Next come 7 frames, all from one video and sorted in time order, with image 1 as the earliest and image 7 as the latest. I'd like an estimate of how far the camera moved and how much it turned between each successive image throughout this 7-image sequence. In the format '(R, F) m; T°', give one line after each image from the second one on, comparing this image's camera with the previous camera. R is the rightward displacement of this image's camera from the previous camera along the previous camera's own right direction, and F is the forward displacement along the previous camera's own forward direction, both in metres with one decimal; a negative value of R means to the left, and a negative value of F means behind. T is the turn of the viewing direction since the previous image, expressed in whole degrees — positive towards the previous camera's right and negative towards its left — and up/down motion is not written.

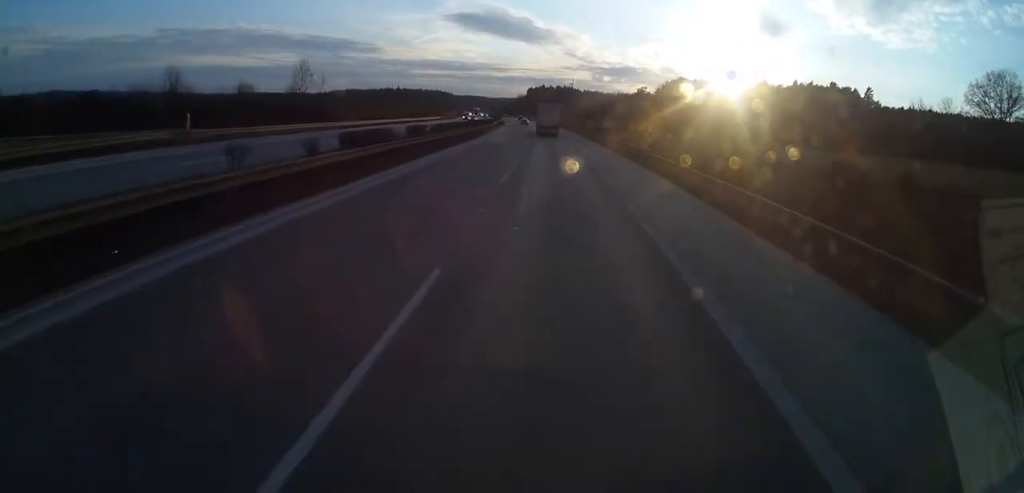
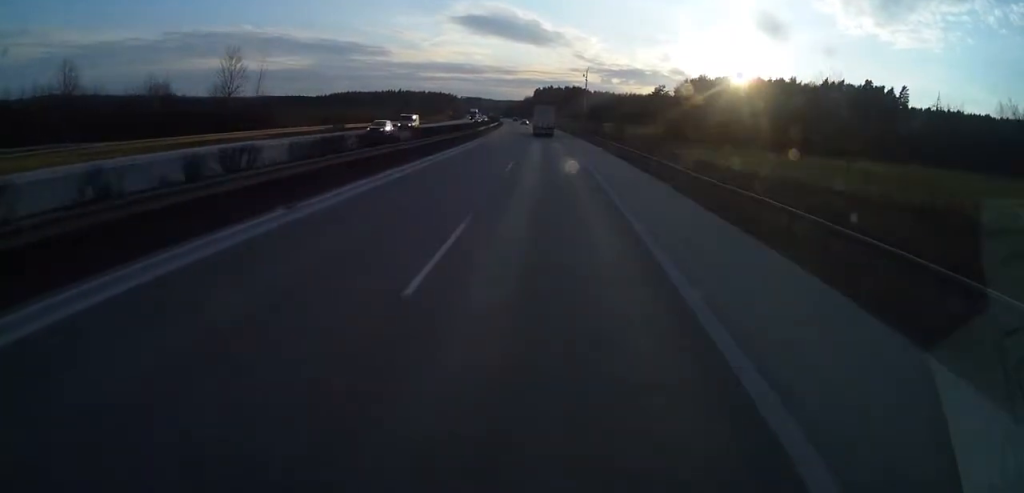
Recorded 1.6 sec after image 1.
(0.0, +31.0) m; +1°
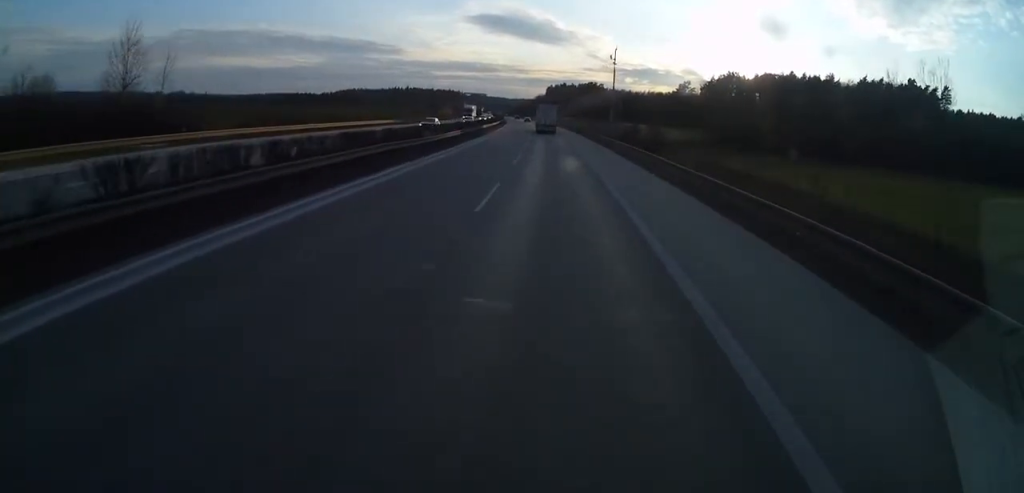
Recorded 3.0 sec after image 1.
(-0.2, +28.8) m; -2°
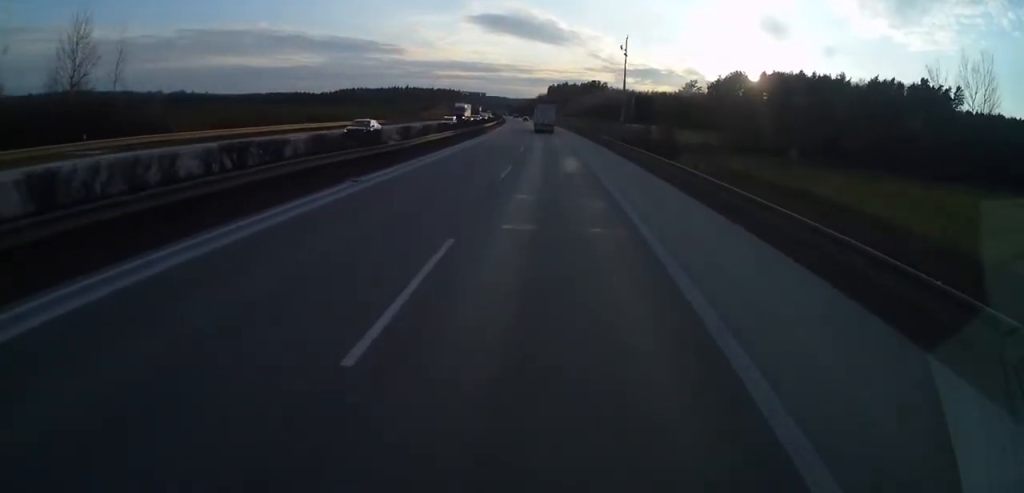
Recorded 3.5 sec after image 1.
(-0.1, +9.4) m; -1°
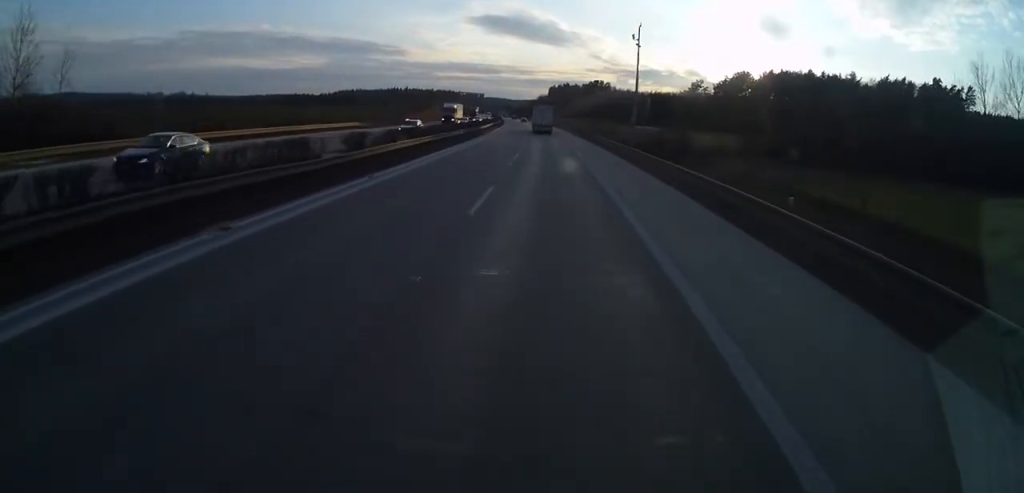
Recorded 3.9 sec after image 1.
(-0.1, +8.8) m; 0°
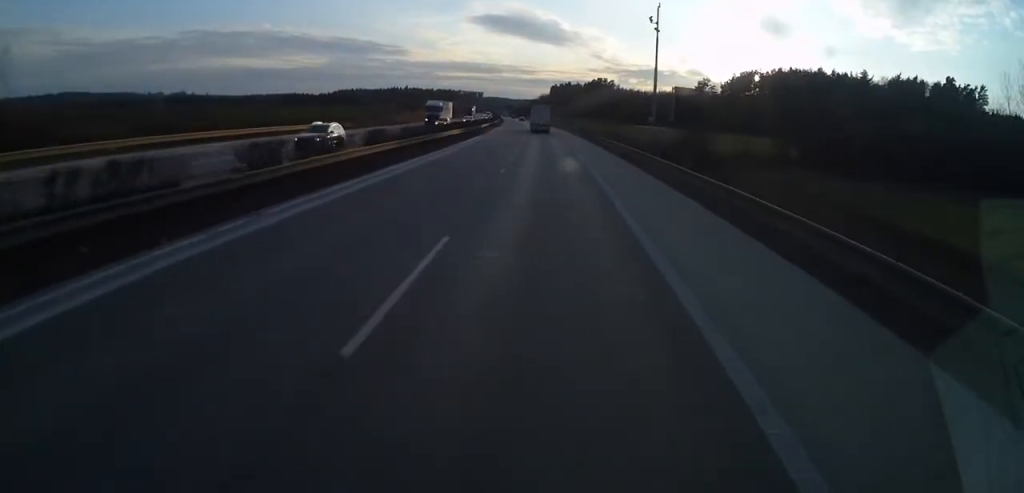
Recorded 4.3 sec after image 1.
(-0.1, +8.9) m; 0°
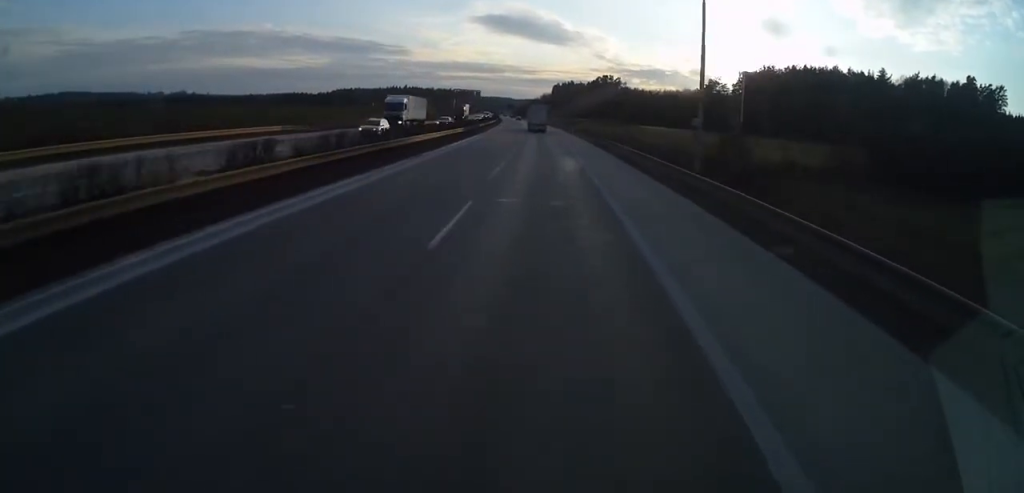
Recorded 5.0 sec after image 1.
(0.0, +13.0) m; 0°
